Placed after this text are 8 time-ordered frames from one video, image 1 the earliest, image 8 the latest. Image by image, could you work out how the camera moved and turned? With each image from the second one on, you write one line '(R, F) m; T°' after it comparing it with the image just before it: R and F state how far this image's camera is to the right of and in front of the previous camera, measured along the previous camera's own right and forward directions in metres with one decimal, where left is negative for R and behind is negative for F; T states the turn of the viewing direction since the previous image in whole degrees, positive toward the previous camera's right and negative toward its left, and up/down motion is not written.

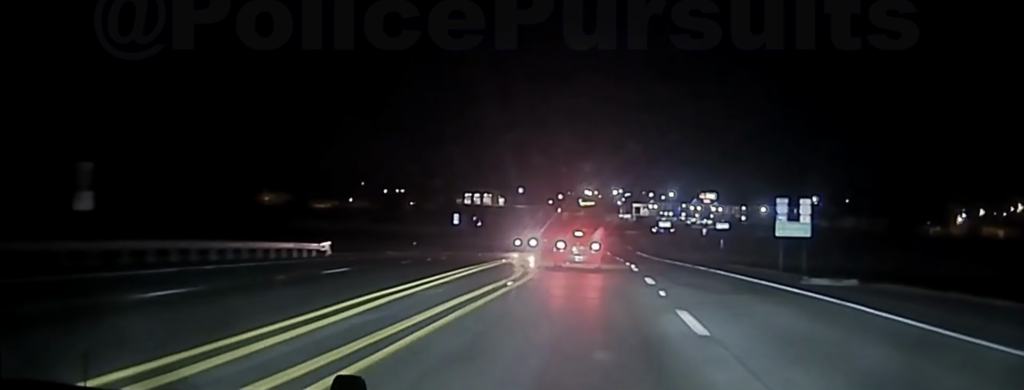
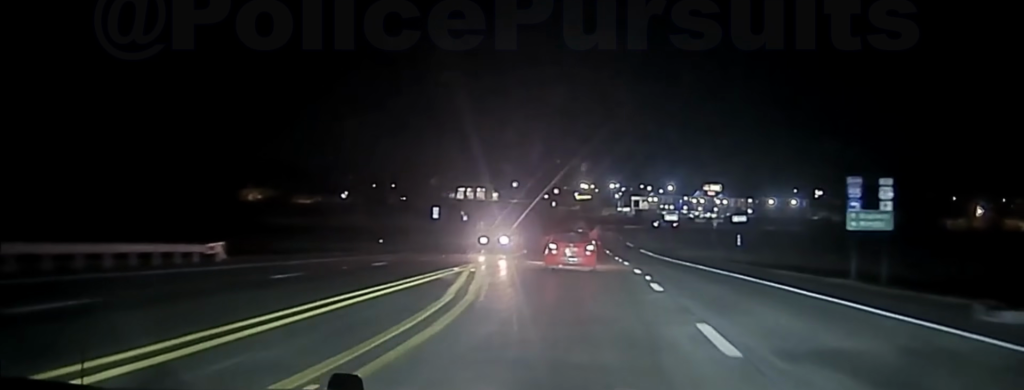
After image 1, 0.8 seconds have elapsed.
(0.0, +14.4) m; +1°
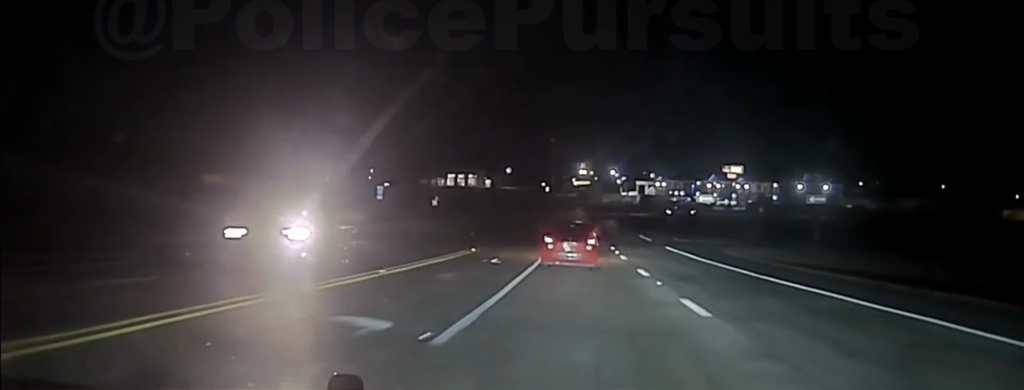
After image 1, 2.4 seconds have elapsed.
(+0.6, +27.5) m; +1°
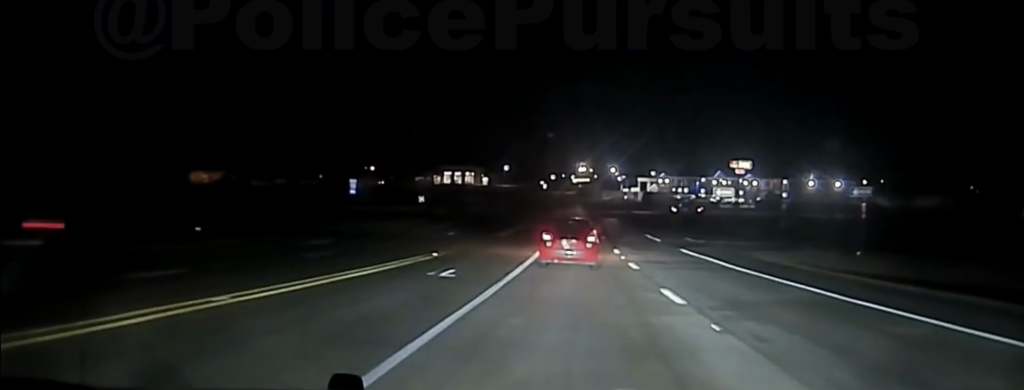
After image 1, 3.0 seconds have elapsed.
(0.0, +9.0) m; 0°
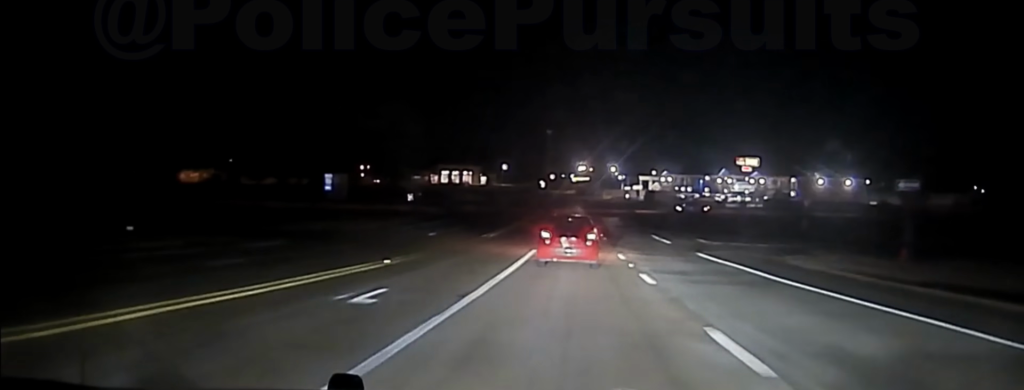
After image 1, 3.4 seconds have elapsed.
(-0.1, +7.1) m; 0°
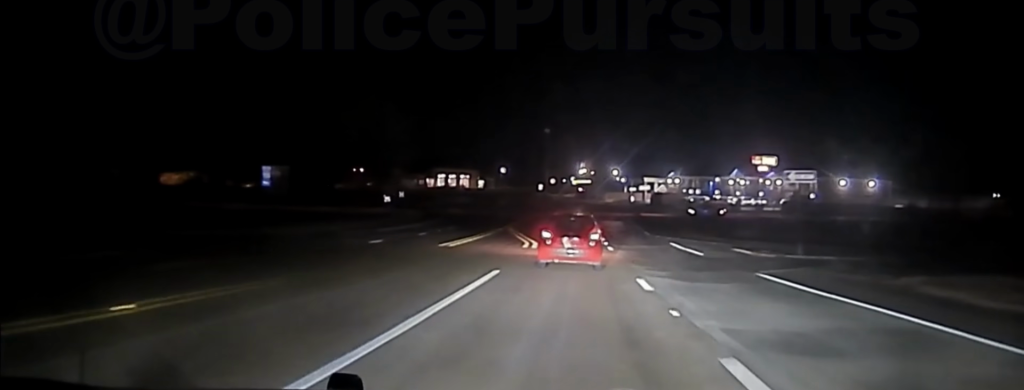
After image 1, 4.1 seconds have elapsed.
(-0.1, +13.3) m; -1°
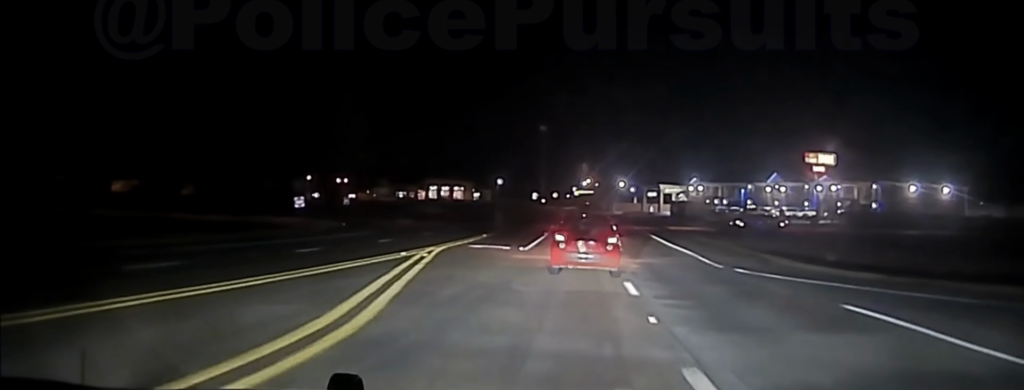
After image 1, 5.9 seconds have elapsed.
(-0.3, +34.9) m; 0°
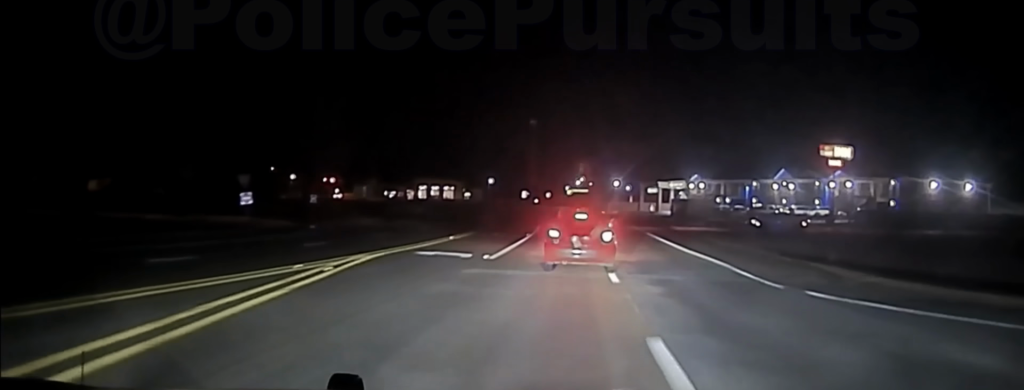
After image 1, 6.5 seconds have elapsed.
(+0.2, +11.7) m; +1°
